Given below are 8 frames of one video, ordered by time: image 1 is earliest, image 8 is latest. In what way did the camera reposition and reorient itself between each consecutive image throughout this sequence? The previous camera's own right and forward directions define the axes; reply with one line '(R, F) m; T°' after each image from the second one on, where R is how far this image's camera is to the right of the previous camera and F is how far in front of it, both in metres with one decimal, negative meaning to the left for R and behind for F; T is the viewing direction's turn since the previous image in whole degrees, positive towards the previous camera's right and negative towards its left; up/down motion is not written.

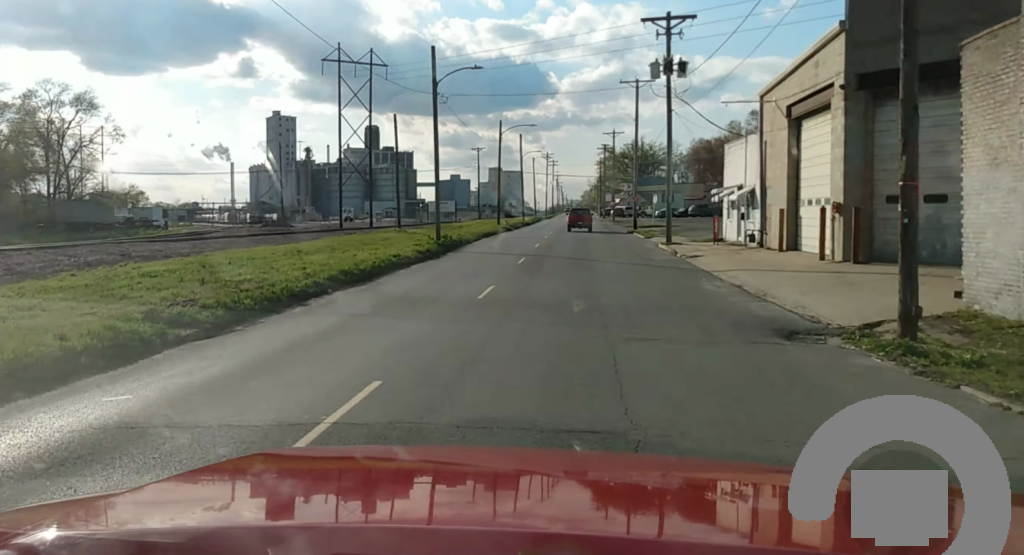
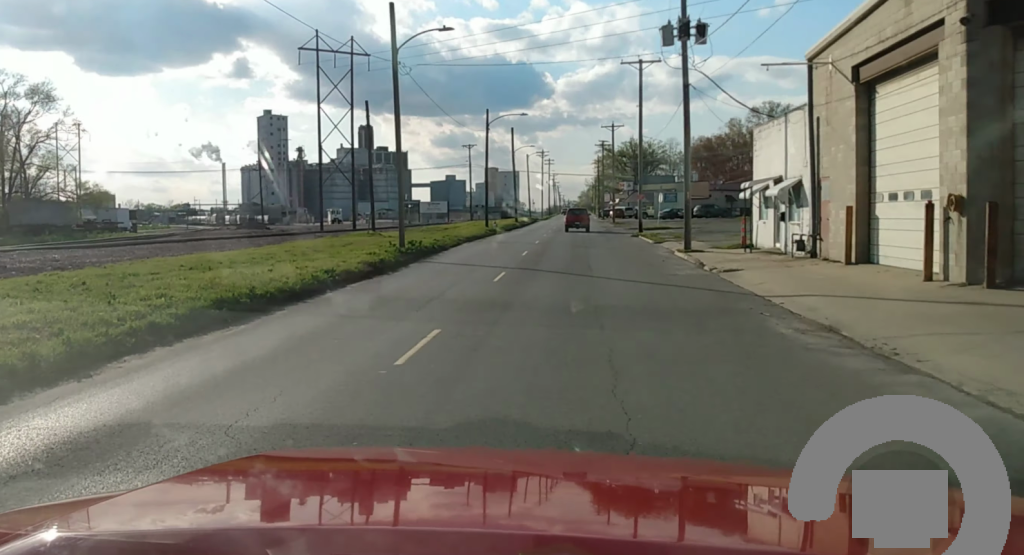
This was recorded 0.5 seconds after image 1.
(0.0, +7.7) m; 0°
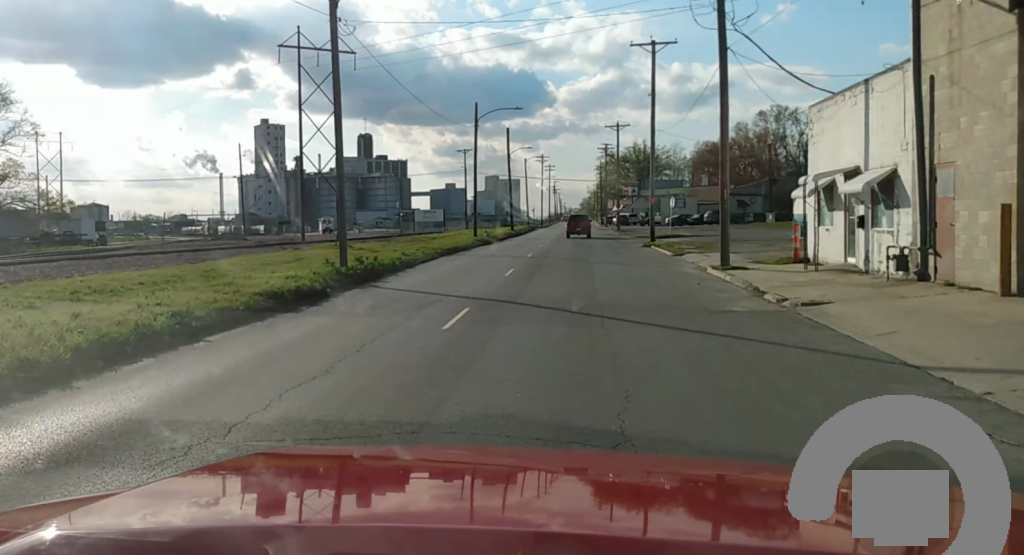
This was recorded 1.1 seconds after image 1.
(0.0, +8.8) m; 0°
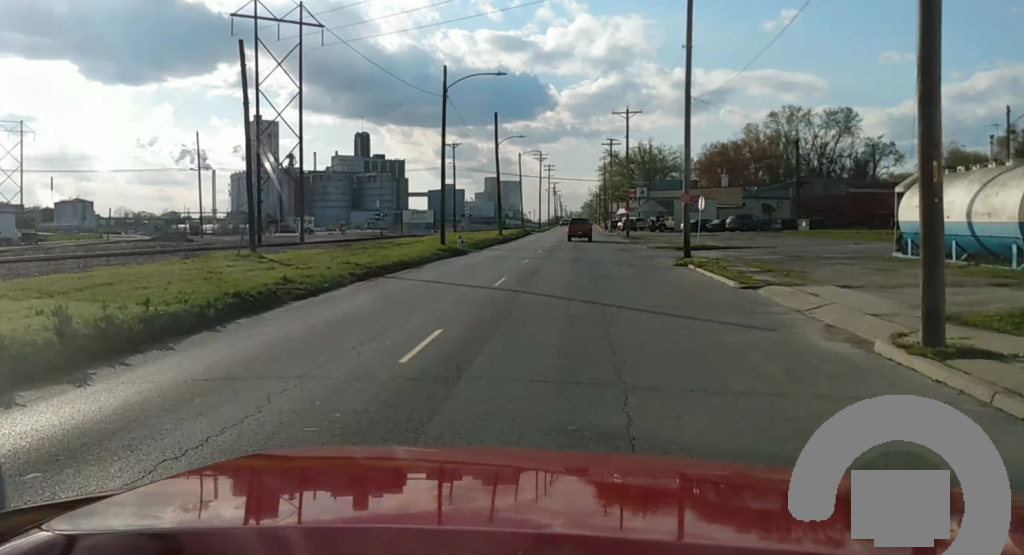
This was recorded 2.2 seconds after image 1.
(-0.1, +15.6) m; 0°
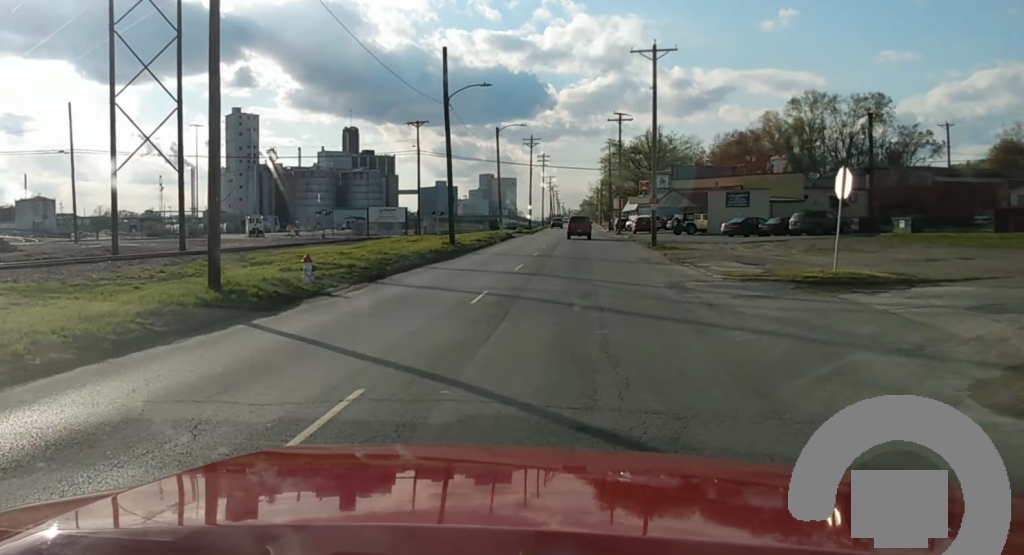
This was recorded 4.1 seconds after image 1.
(+0.2, +29.1) m; +1°
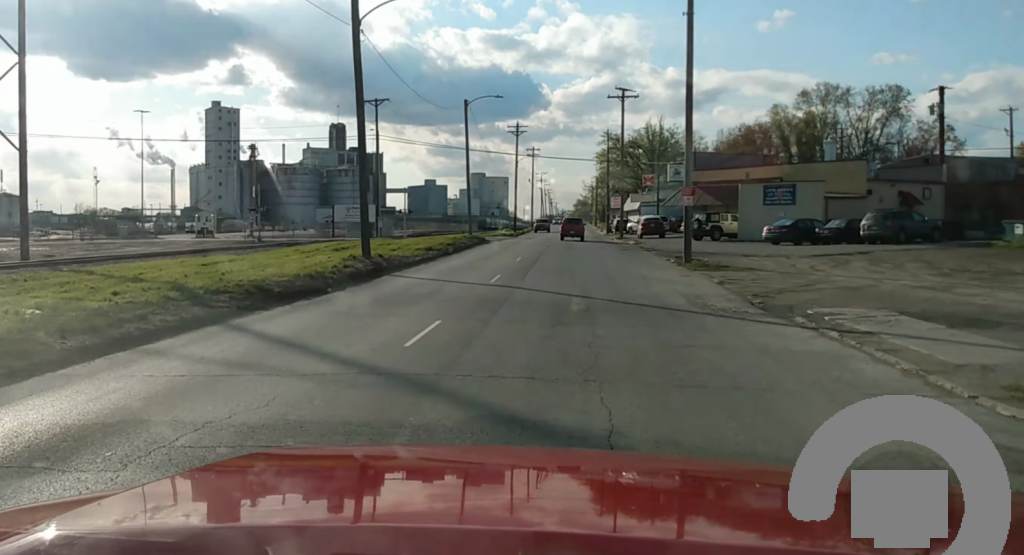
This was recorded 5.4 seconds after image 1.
(+0.3, +18.5) m; +3°
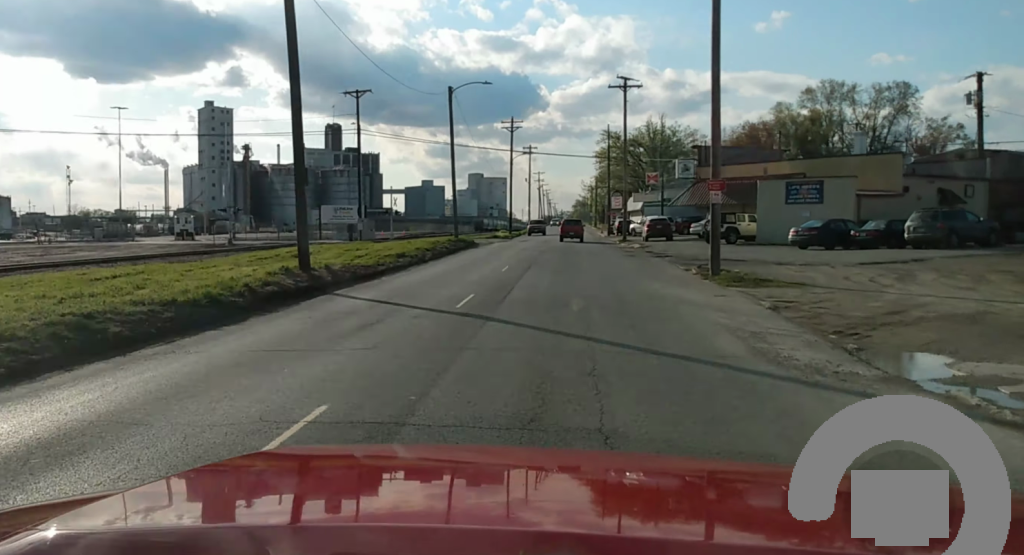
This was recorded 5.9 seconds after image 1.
(+0.1, +6.6) m; +1°
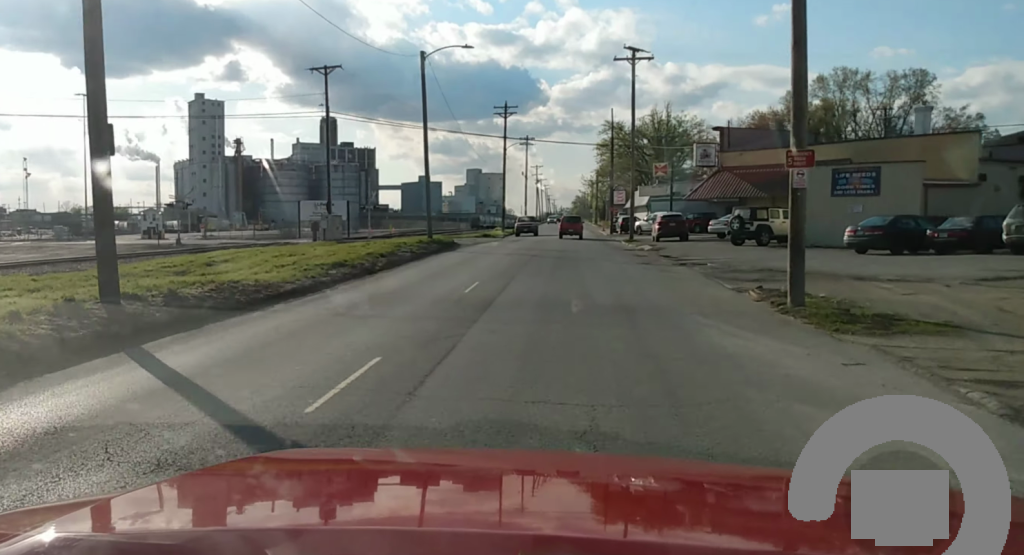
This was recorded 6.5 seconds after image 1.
(+0.2, +9.7) m; 0°
